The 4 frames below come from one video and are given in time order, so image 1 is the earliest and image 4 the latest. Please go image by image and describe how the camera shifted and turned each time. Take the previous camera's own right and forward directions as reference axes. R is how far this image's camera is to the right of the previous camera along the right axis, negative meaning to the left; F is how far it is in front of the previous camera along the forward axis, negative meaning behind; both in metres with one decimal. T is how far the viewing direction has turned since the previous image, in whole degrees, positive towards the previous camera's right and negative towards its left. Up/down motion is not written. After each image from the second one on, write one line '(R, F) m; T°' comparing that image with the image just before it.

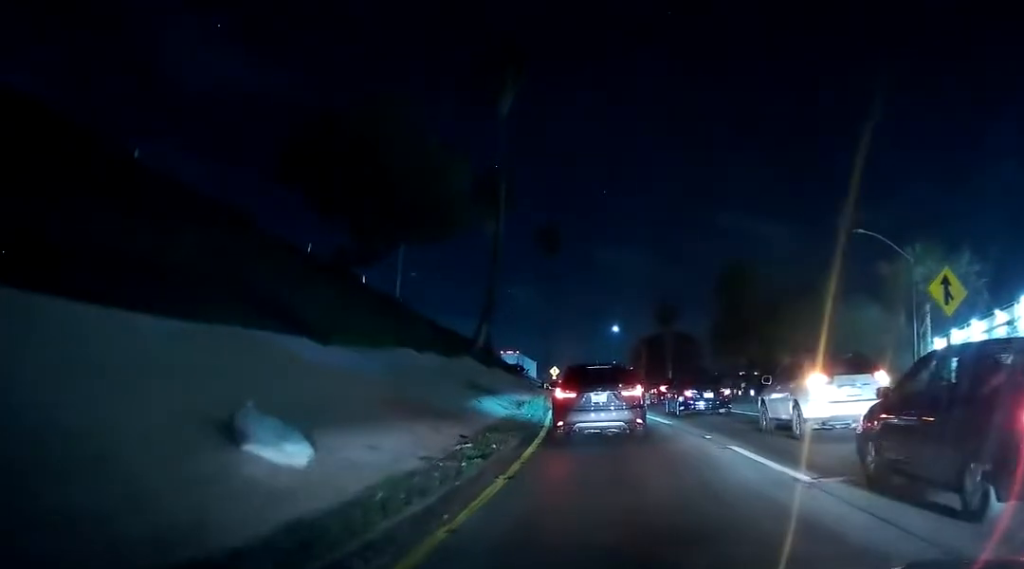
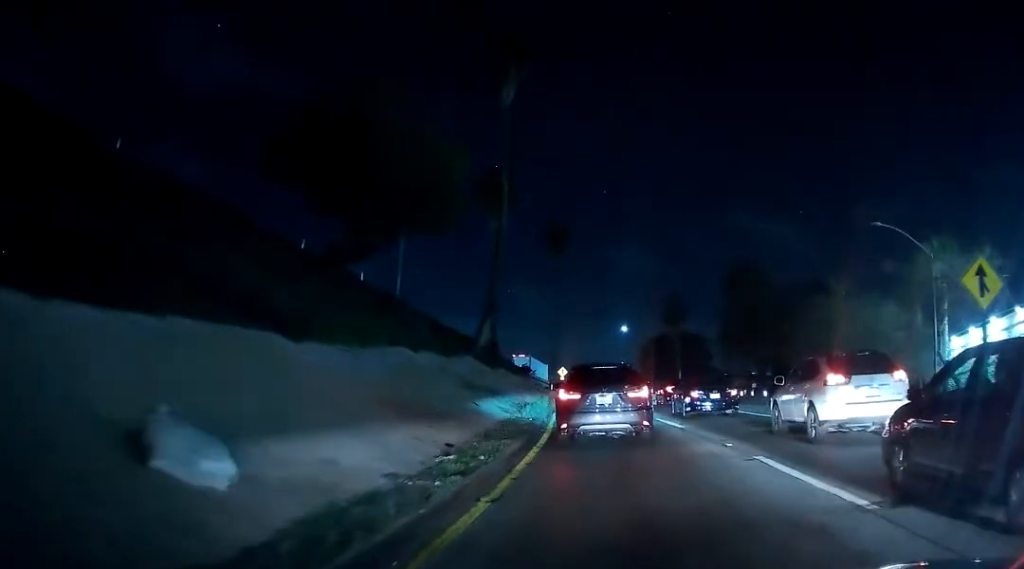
(0.0, +1.9) m; +1°
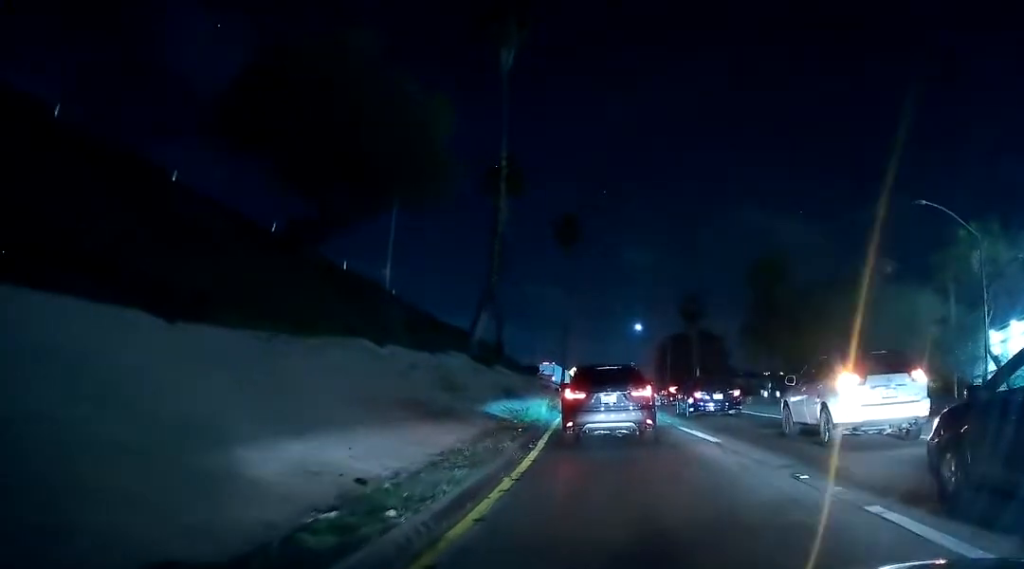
(+0.3, +5.4) m; 0°
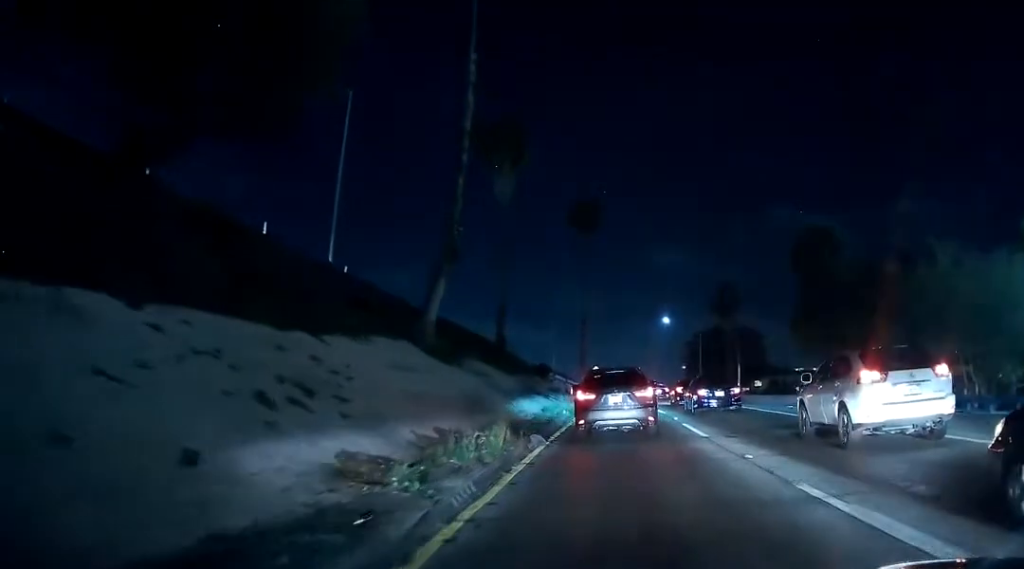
(+0.7, +12.2) m; +1°
